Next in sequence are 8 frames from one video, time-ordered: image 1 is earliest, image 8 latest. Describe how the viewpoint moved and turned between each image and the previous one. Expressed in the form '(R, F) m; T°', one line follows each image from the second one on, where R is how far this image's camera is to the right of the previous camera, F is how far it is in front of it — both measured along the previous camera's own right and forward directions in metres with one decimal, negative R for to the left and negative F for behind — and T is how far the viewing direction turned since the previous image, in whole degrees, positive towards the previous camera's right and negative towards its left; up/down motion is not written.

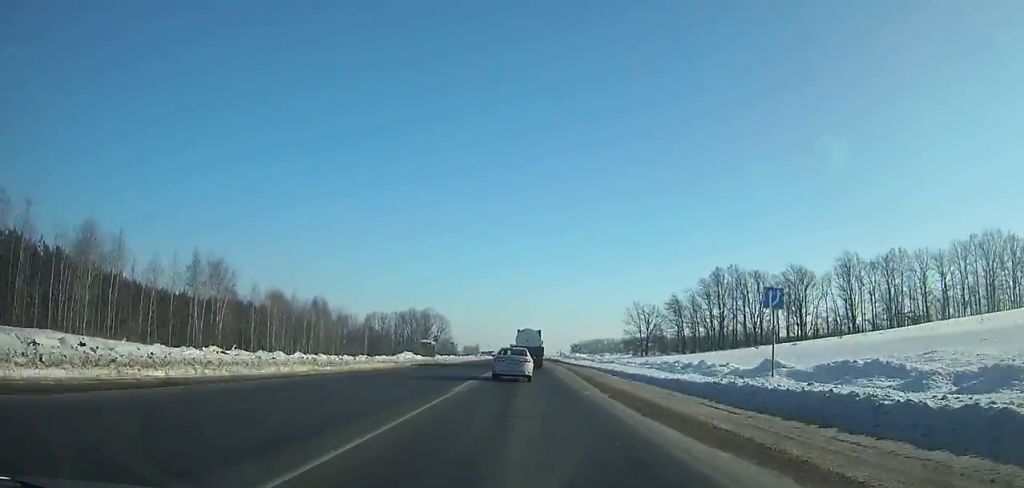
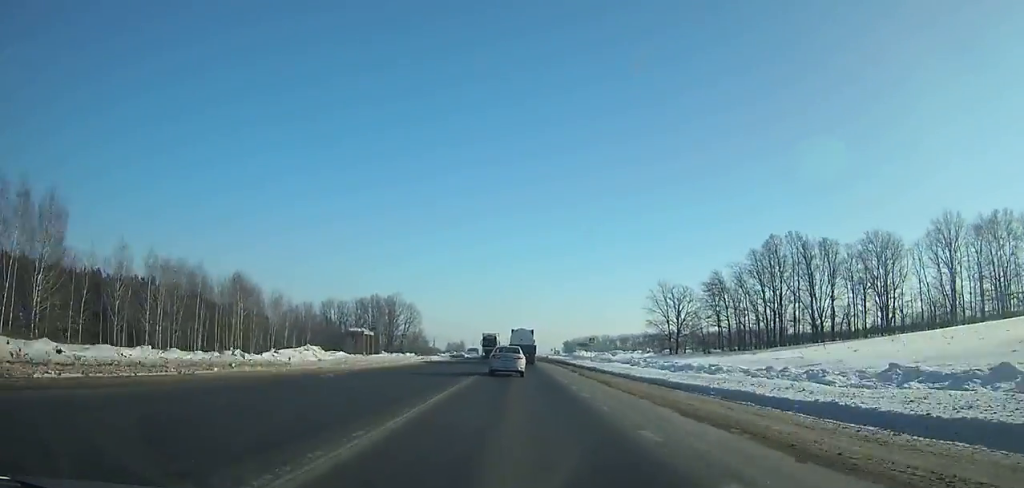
(0.0, +39.4) m; 0°
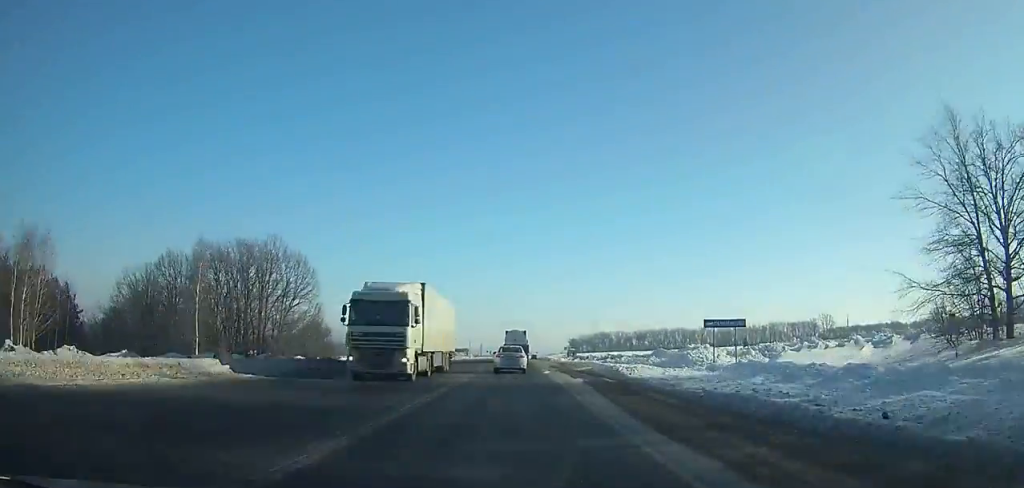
(+0.2, +80.5) m; 0°
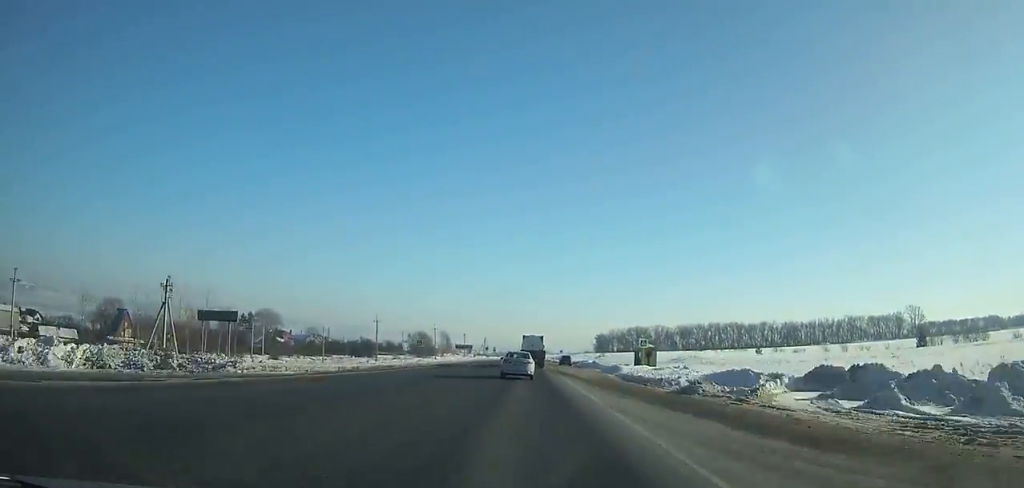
(-0.4, +81.8) m; 0°
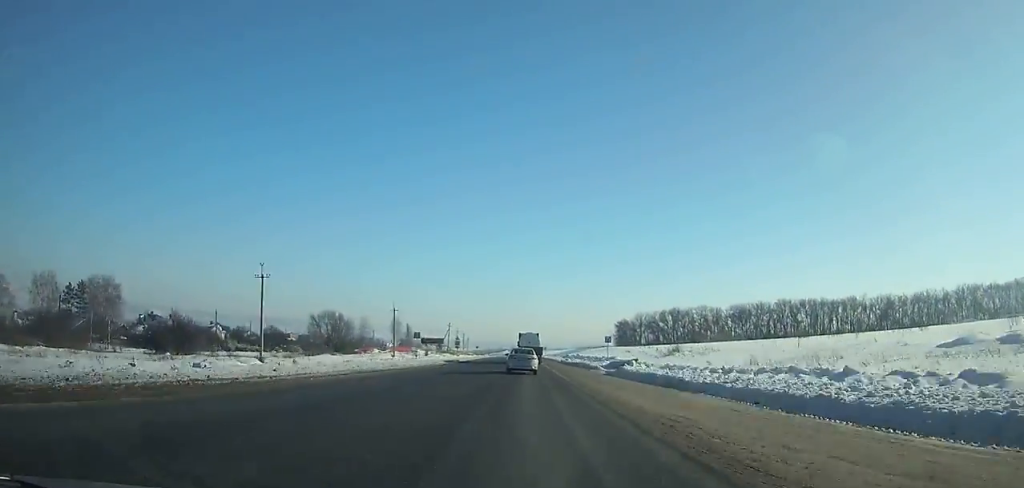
(+0.3, +99.2) m; 0°
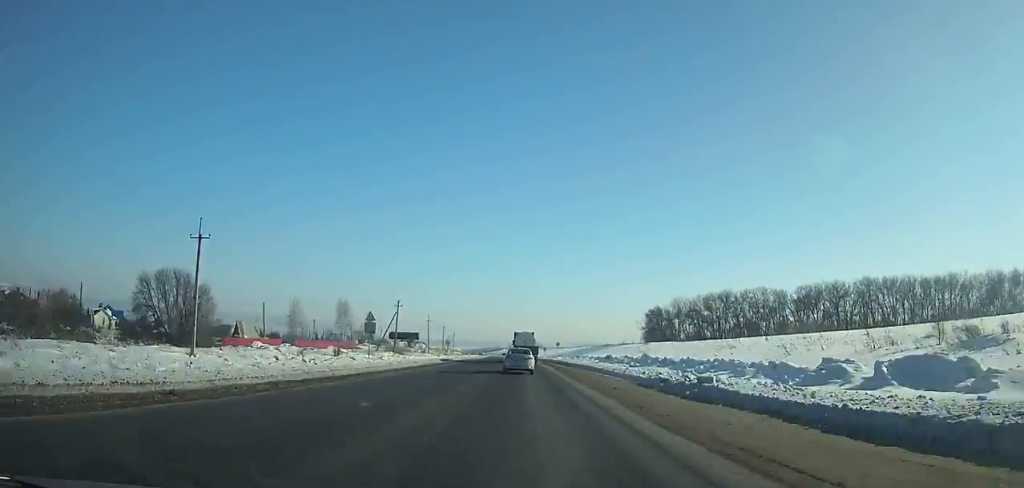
(0.0, +62.3) m; 0°
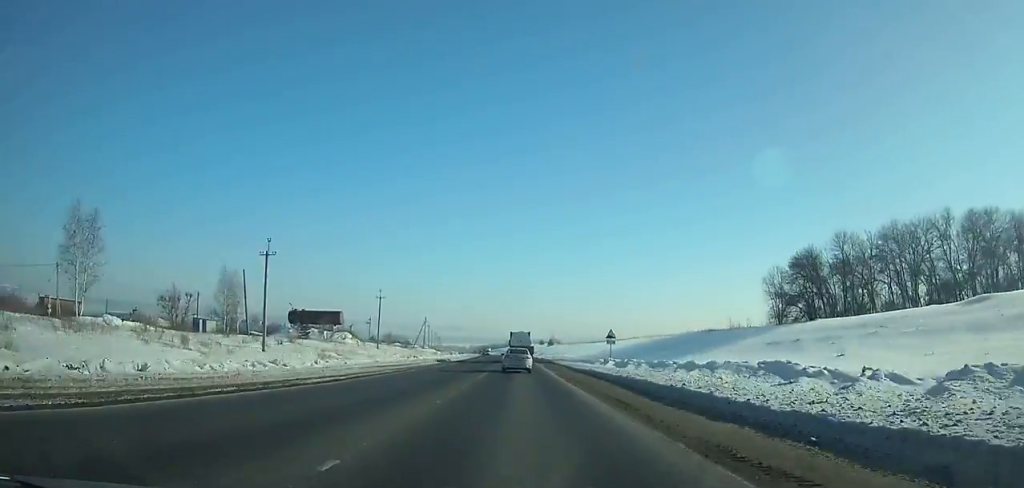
(-1.0, +95.7) m; -1°
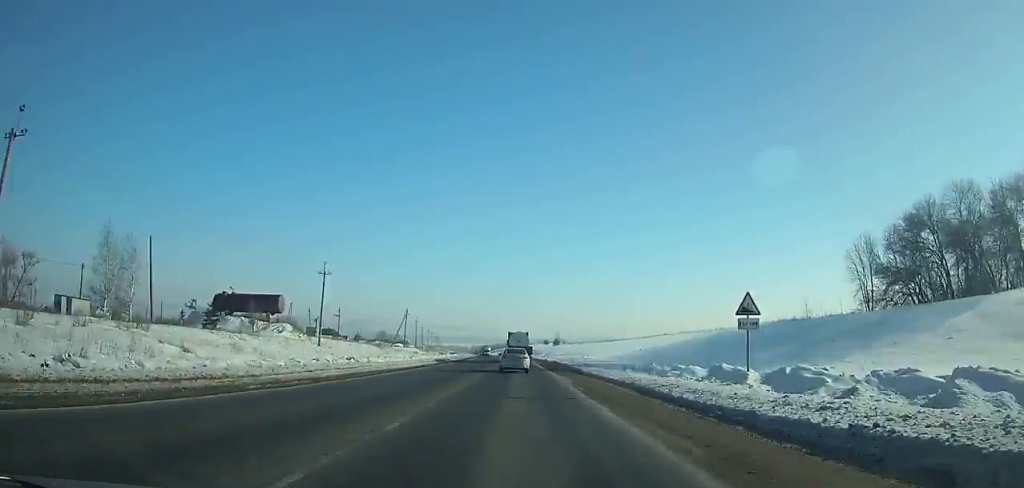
(-0.1, +28.5) m; 0°
